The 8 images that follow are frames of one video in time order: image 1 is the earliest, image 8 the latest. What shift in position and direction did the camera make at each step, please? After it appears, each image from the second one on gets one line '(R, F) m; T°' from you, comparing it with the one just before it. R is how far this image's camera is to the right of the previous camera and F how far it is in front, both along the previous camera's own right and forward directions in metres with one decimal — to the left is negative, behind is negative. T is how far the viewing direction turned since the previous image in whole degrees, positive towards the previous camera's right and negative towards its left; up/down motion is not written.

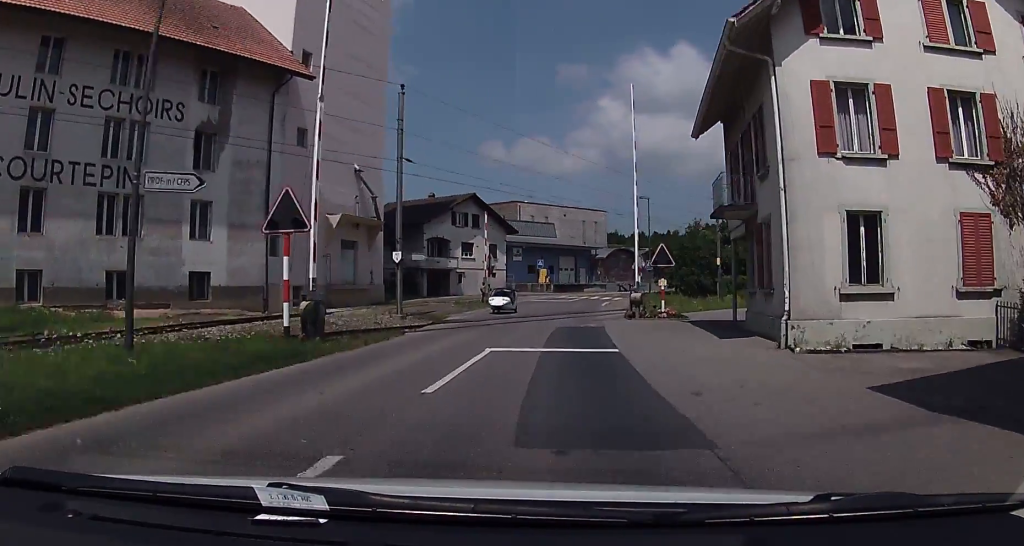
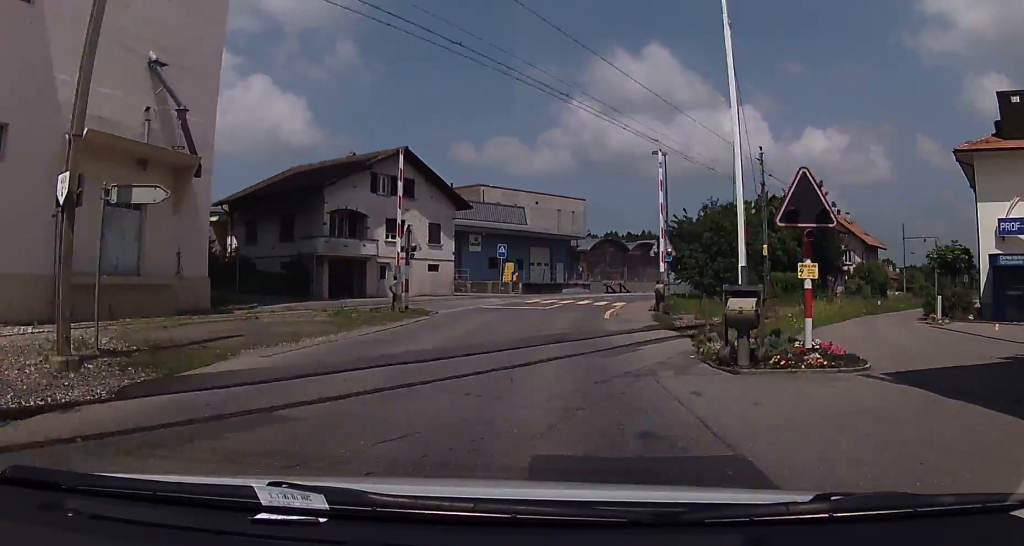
(+0.5, +20.6) m; +3°
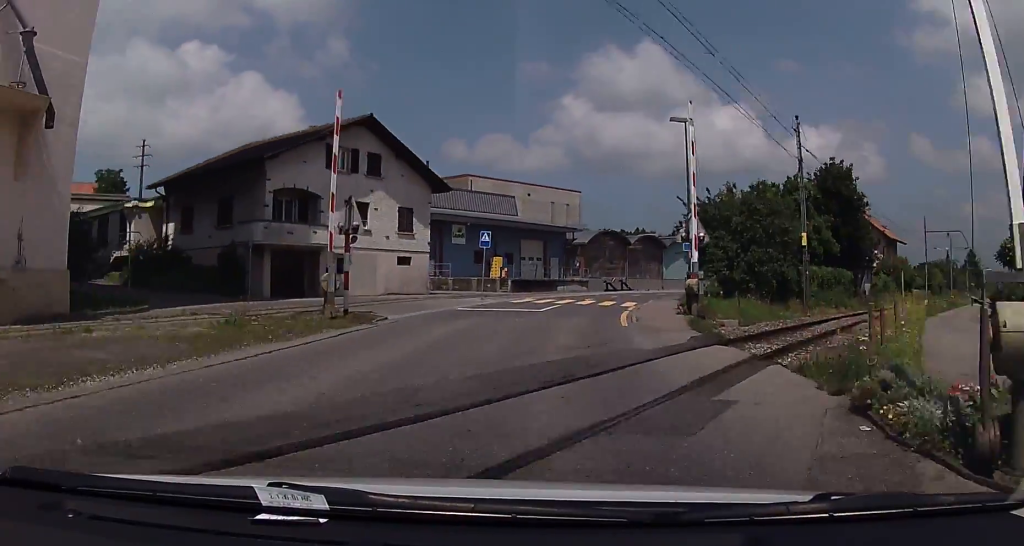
(0.0, +7.6) m; +2°
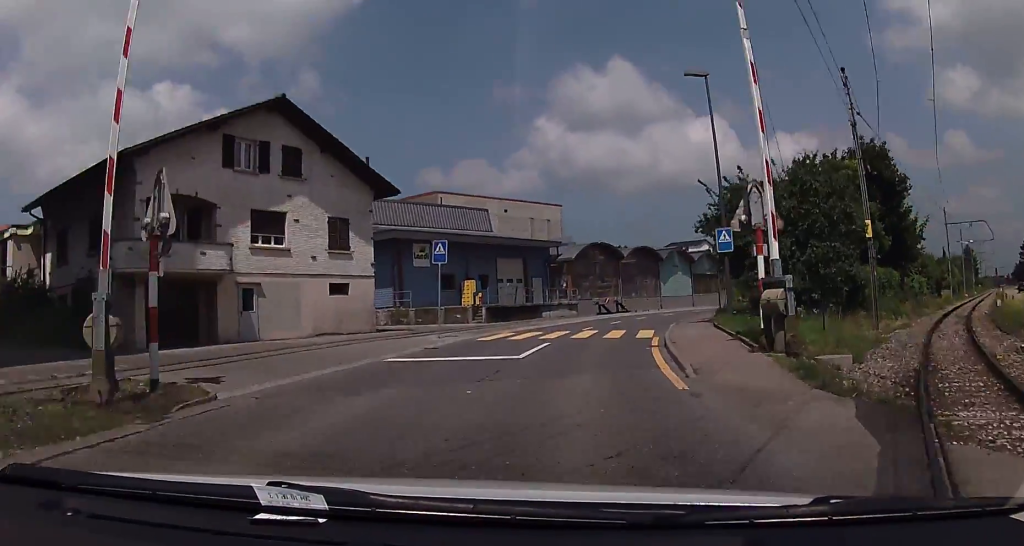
(-0.1, +9.3) m; +2°
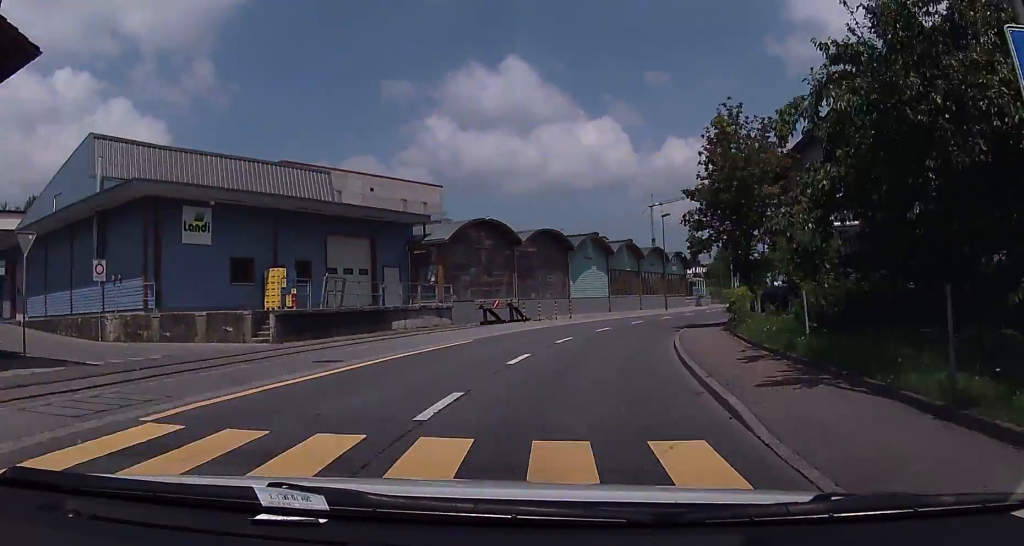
(+1.3, +18.4) m; +9°
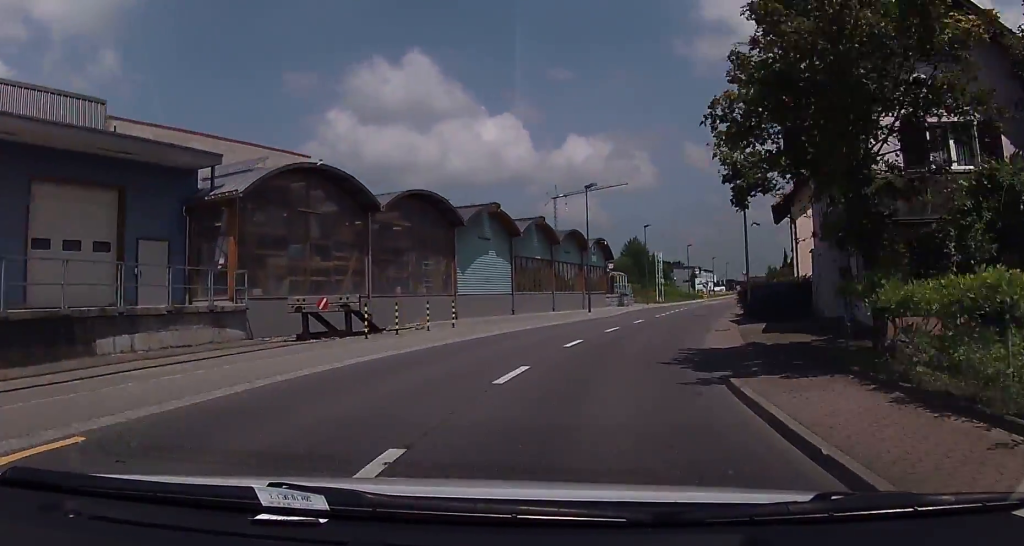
(+1.4, +15.0) m; +10°
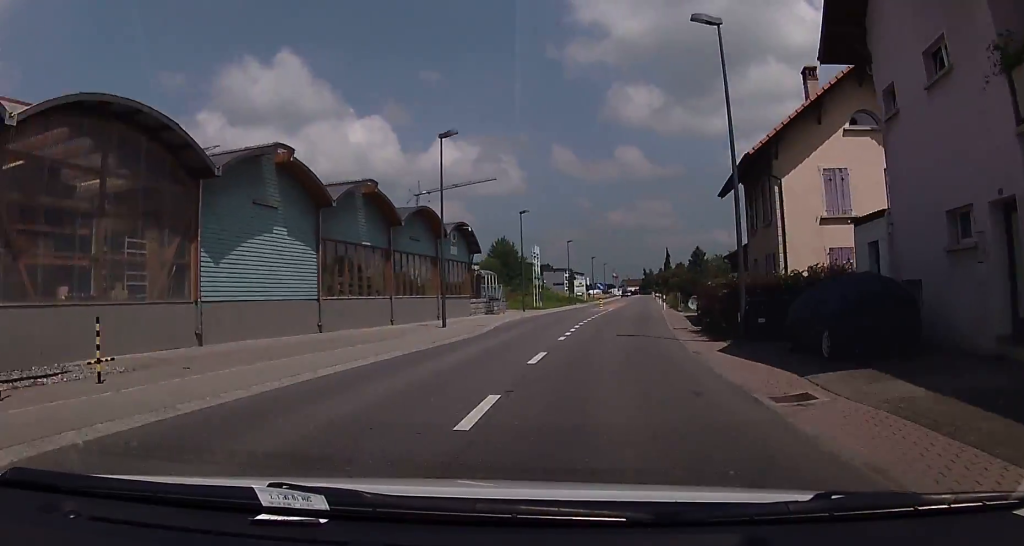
(+1.0, +15.8) m; +8°
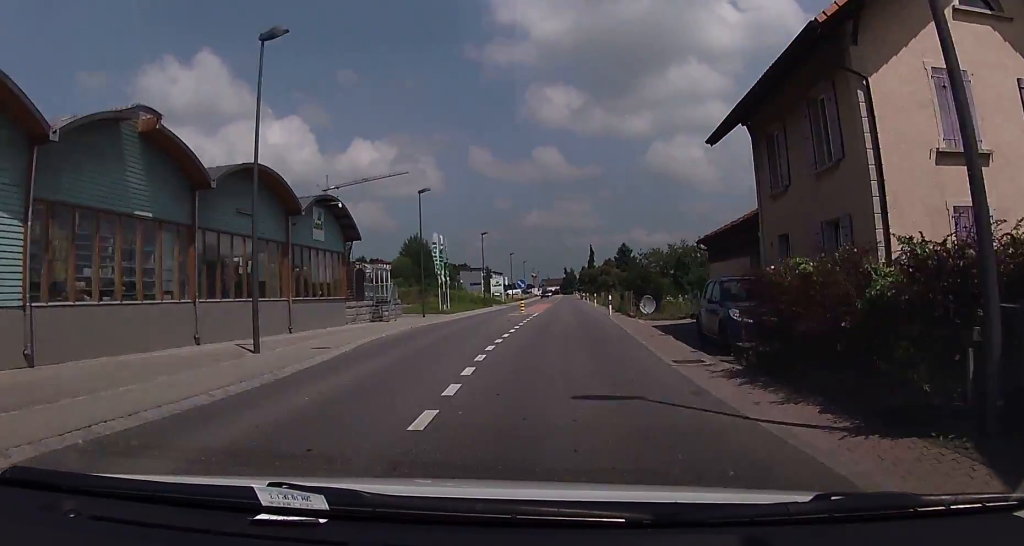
(+0.9, +13.0) m; +6°
